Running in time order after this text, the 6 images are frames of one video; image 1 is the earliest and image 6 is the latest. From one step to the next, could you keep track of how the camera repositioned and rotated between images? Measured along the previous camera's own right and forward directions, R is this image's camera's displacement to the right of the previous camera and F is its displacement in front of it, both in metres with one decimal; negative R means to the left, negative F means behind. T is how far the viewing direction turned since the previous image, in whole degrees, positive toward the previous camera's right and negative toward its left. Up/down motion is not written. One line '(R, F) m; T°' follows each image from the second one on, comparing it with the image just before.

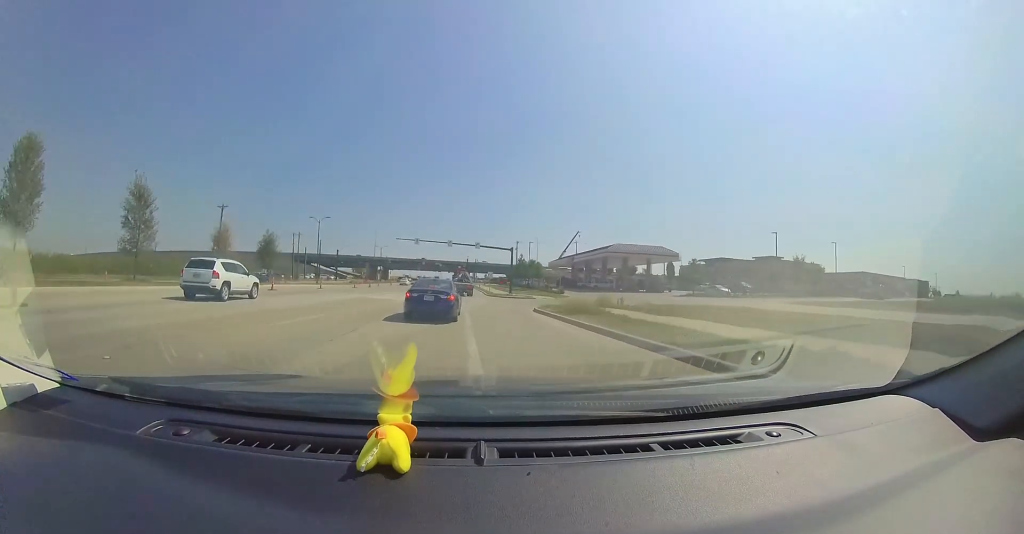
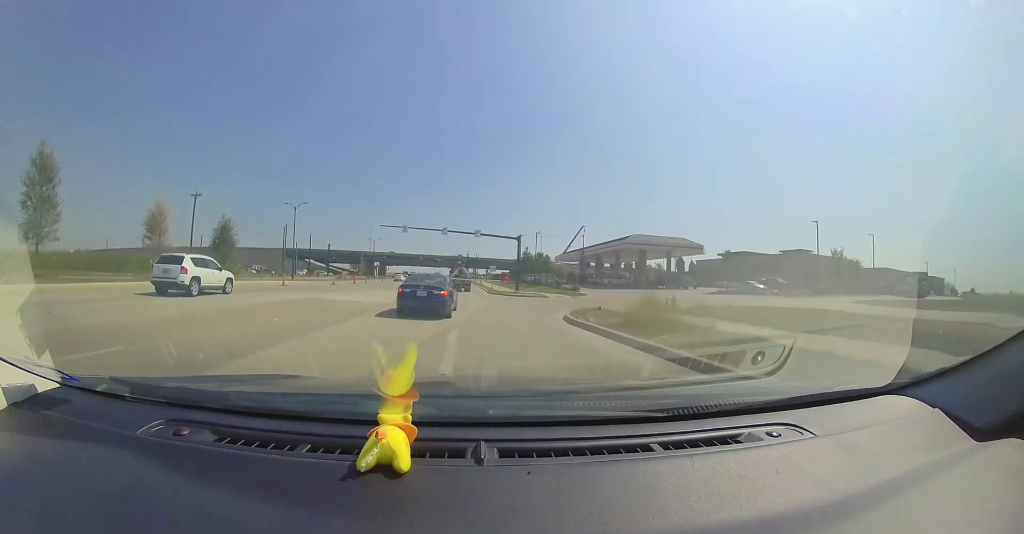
(0.0, +6.8) m; 0°
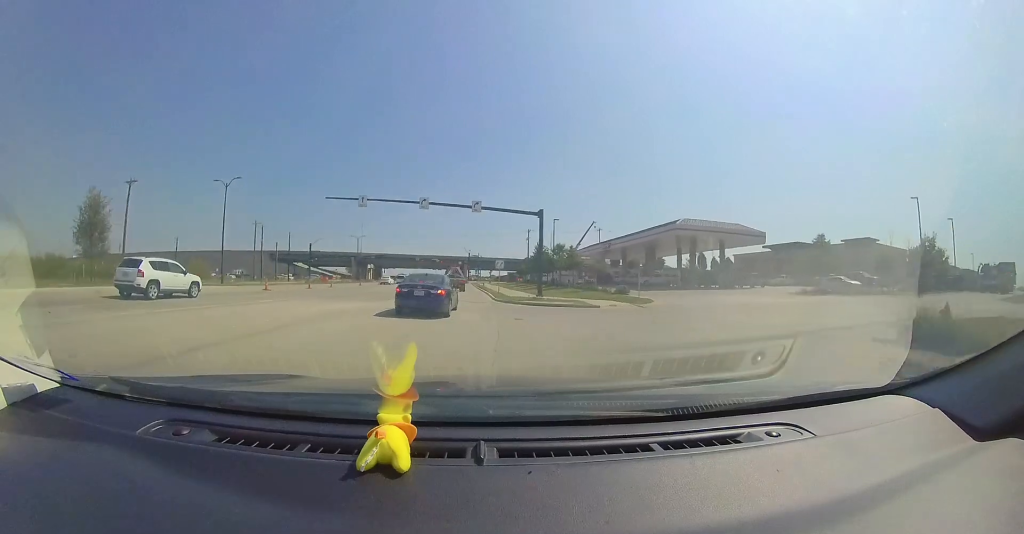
(+0.1, +13.3) m; -2°
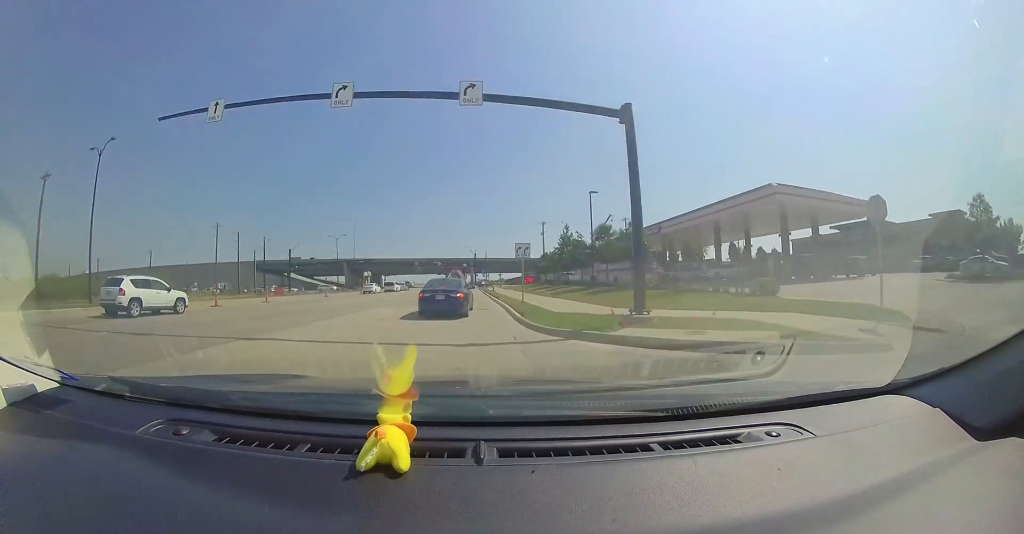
(-0.3, +13.7) m; 0°
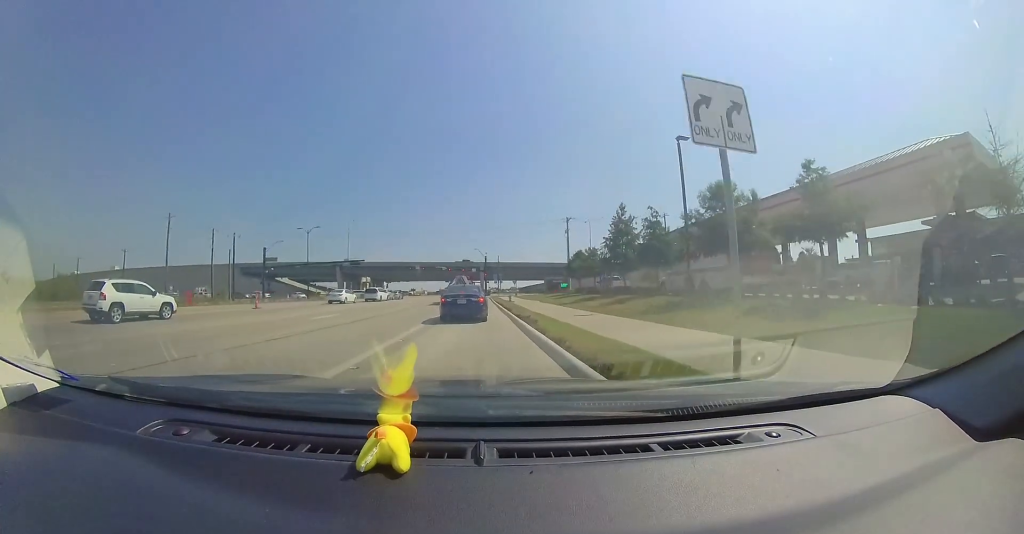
(-0.2, +13.3) m; -4°
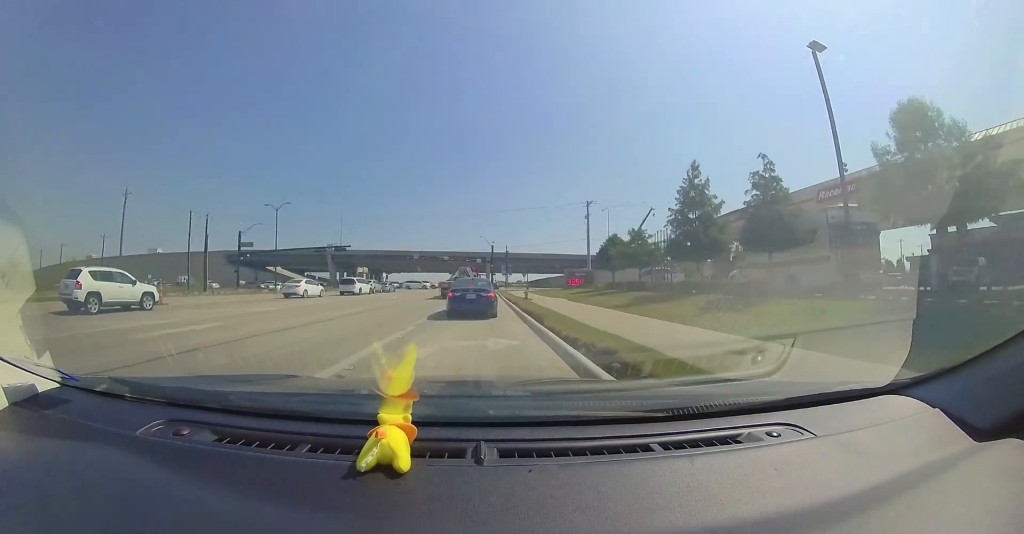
(0.0, +9.3) m; +1°
